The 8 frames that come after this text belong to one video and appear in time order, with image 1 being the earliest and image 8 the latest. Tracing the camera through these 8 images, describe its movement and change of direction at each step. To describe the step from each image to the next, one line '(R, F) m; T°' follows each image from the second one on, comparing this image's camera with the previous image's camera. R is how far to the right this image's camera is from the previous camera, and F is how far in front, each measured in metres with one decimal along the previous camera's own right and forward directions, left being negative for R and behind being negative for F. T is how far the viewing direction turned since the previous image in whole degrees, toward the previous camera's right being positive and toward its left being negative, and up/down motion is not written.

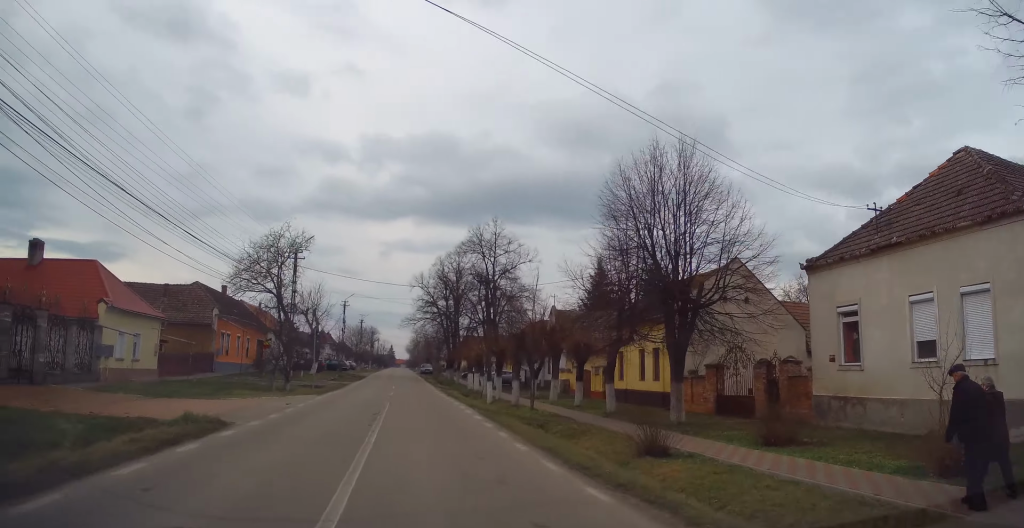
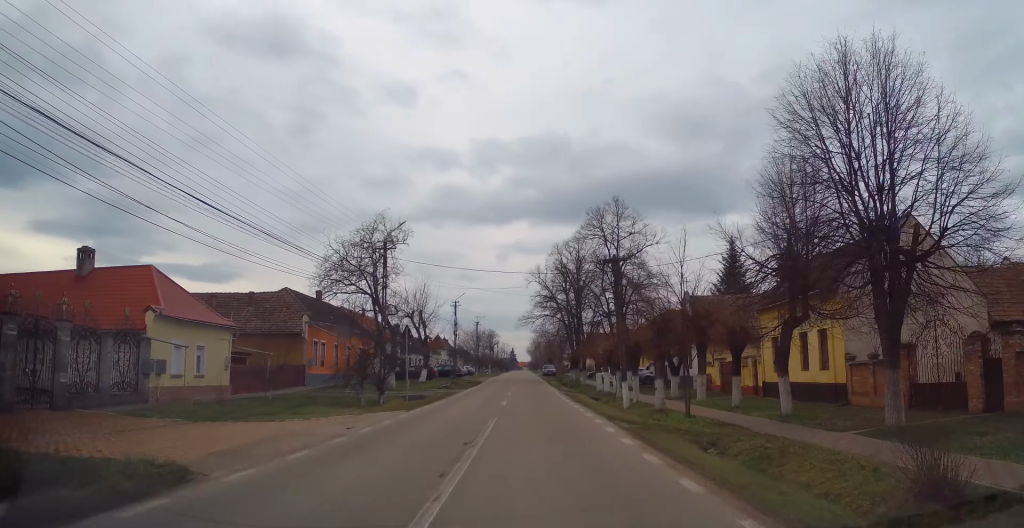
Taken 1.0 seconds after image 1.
(-0.3, +5.2) m; -7°
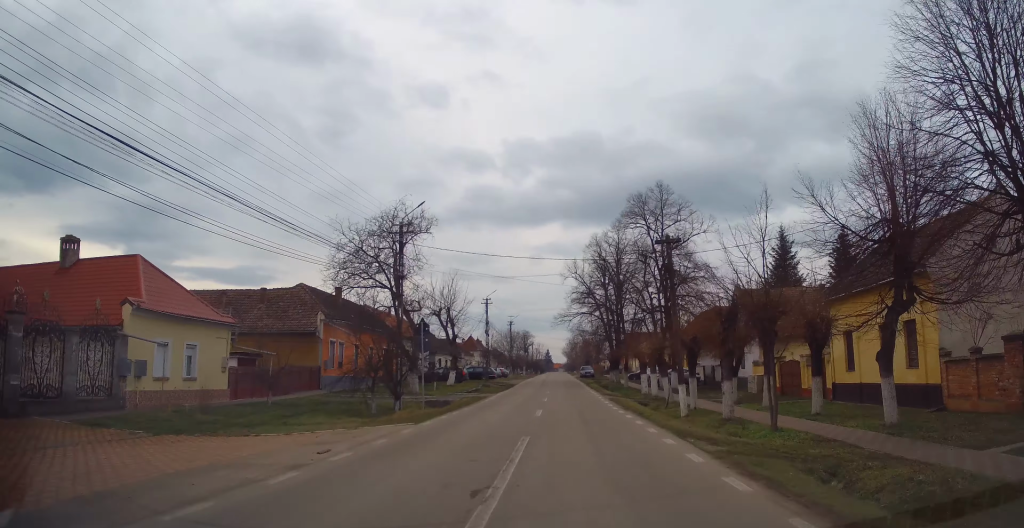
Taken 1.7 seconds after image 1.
(-0.2, +4.1) m; -4°
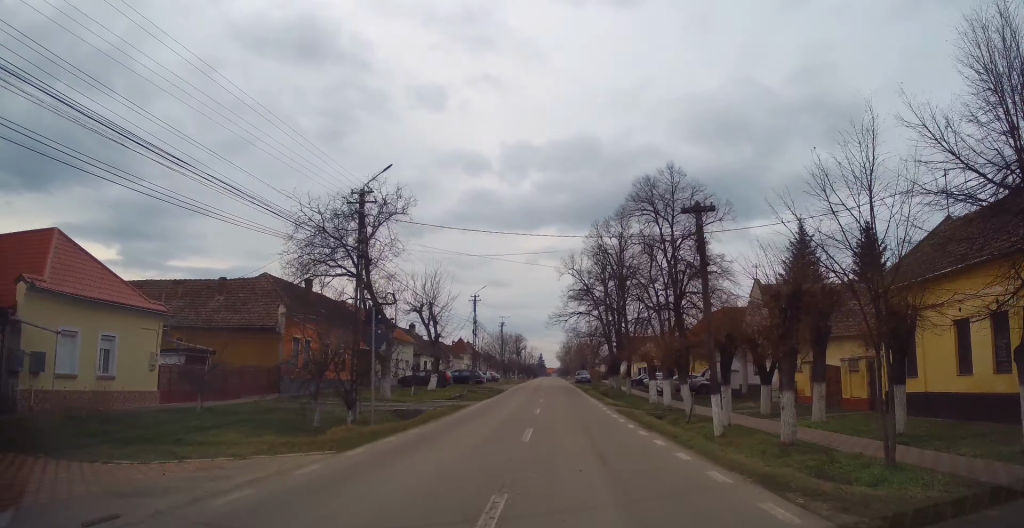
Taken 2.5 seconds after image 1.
(-0.1, +5.3) m; -3°
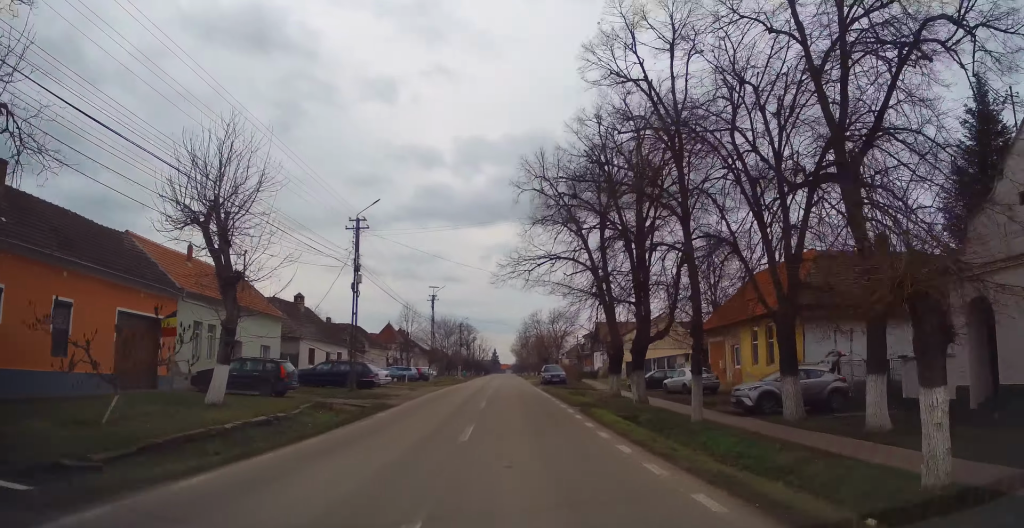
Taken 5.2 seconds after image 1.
(+0.3, +24.4) m; +2°
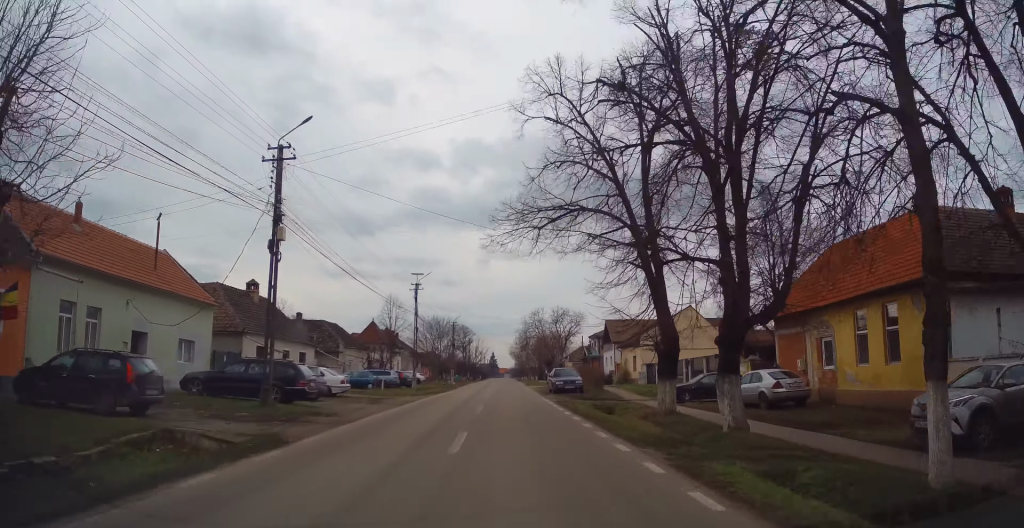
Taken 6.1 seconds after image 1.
(-0.2, +10.2) m; -2°
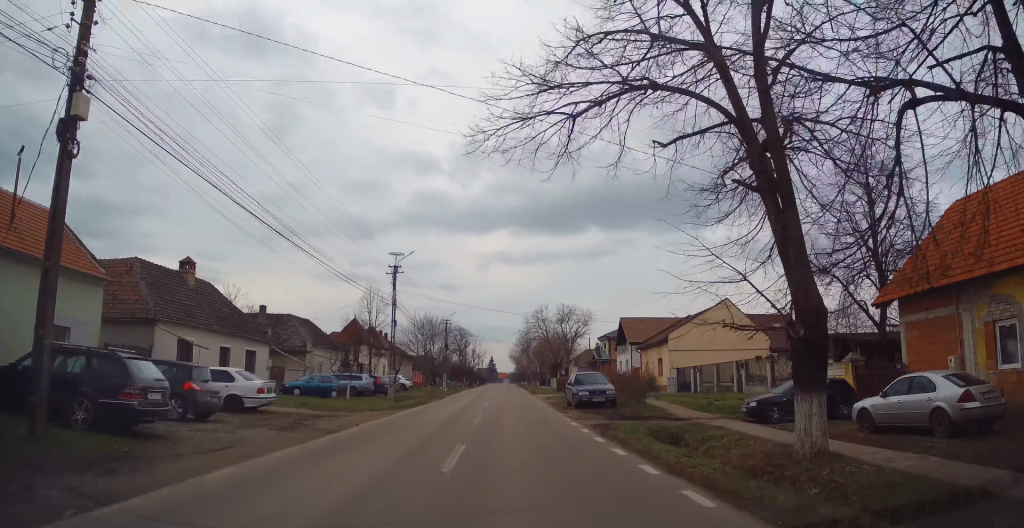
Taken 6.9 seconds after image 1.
(-0.3, +9.7) m; 0°
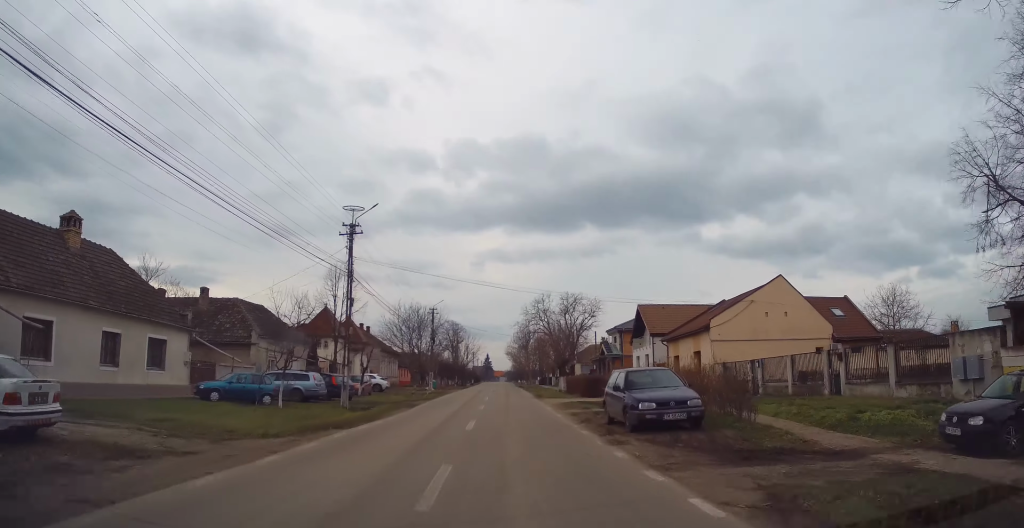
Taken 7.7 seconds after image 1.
(+0.5, +10.3) m; 0°
